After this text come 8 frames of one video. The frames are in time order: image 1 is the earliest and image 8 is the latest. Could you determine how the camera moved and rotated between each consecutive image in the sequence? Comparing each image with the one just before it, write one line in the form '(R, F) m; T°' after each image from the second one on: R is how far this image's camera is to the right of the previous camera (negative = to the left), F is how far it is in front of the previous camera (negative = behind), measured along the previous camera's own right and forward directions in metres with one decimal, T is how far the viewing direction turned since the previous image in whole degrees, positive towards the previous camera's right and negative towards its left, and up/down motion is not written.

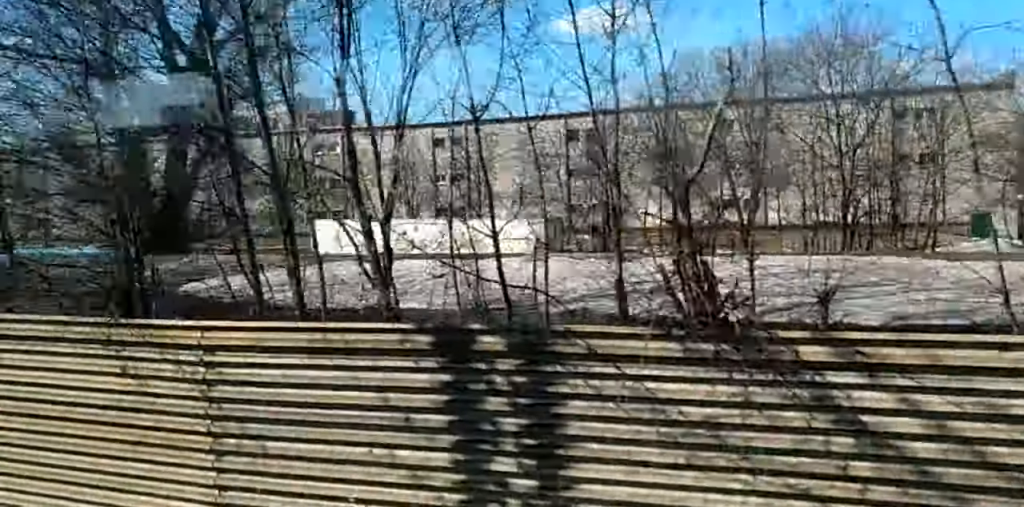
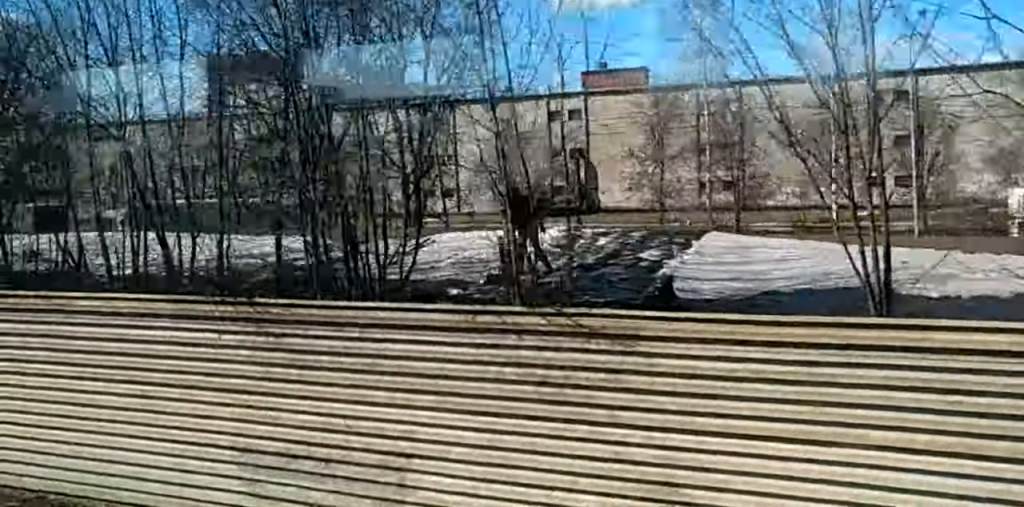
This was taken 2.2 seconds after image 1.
(0.0, +36.2) m; +2°
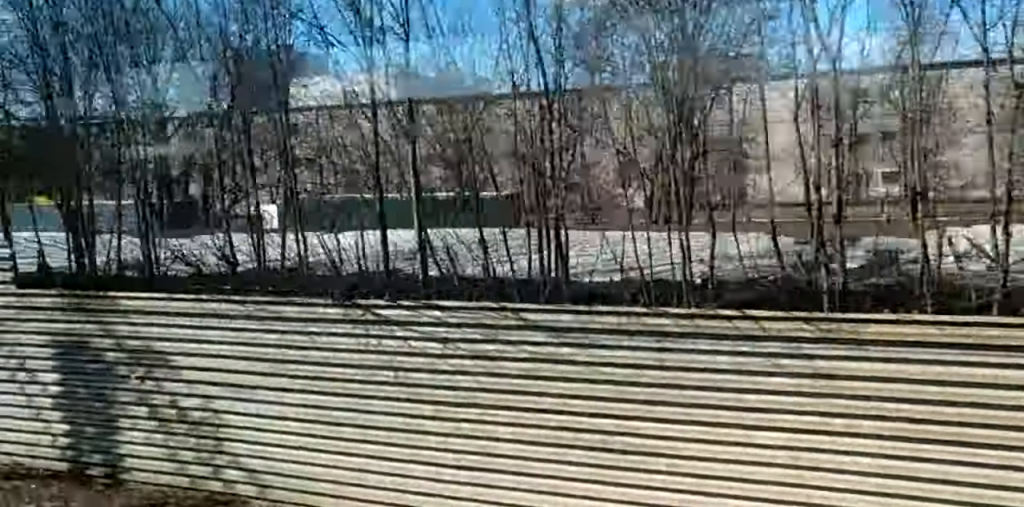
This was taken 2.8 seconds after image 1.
(+0.3, +11.7) m; +1°
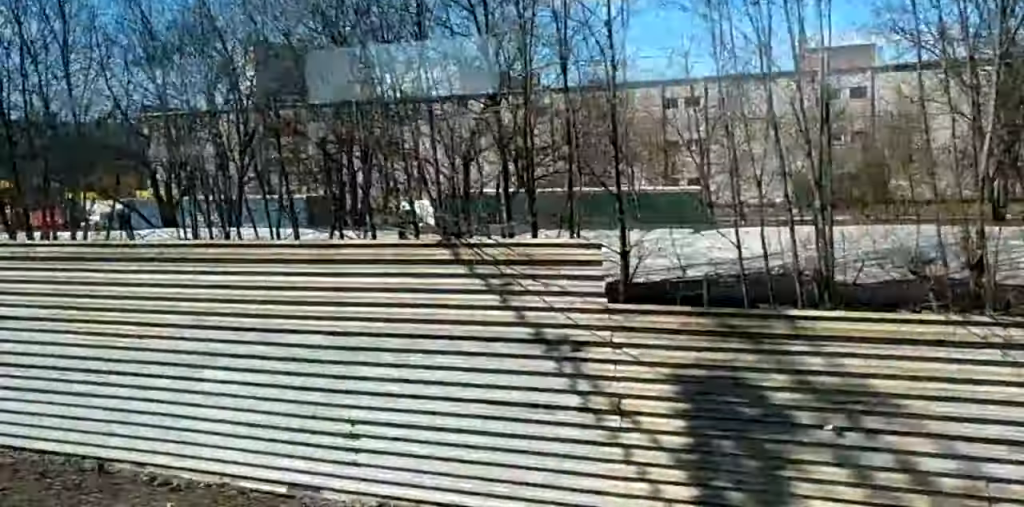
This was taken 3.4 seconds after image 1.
(+0.1, +10.4) m; +1°
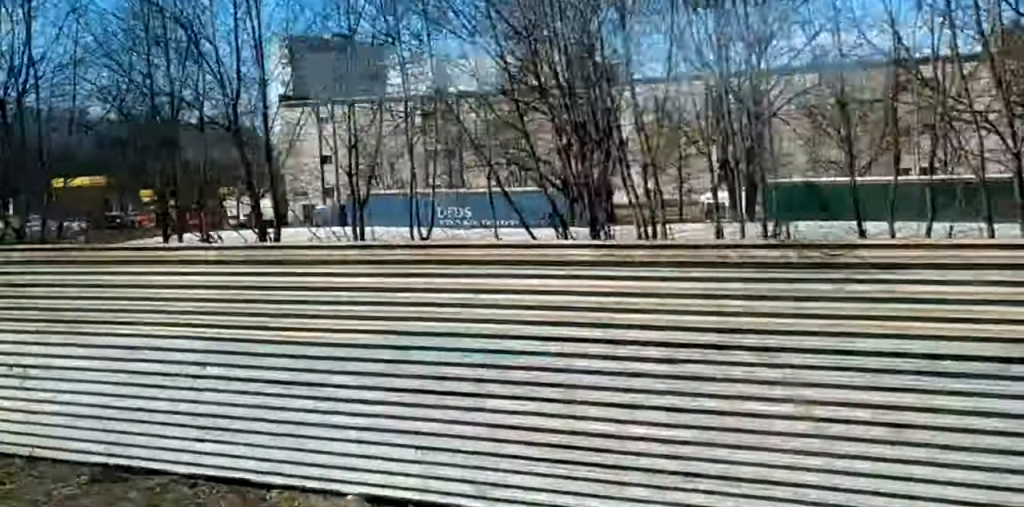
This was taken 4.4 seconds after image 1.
(+0.1, +17.4) m; 0°
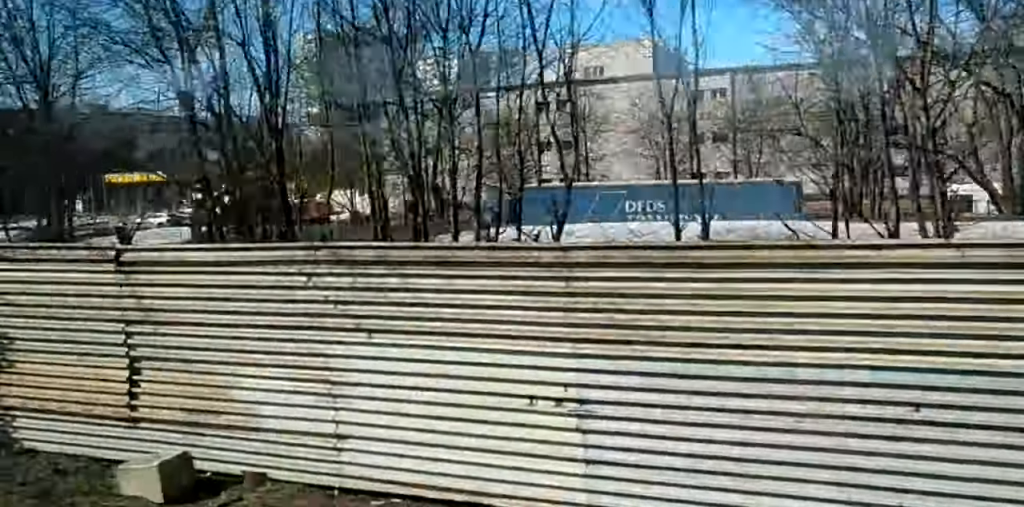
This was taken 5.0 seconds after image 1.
(0.0, +10.5) m; 0°
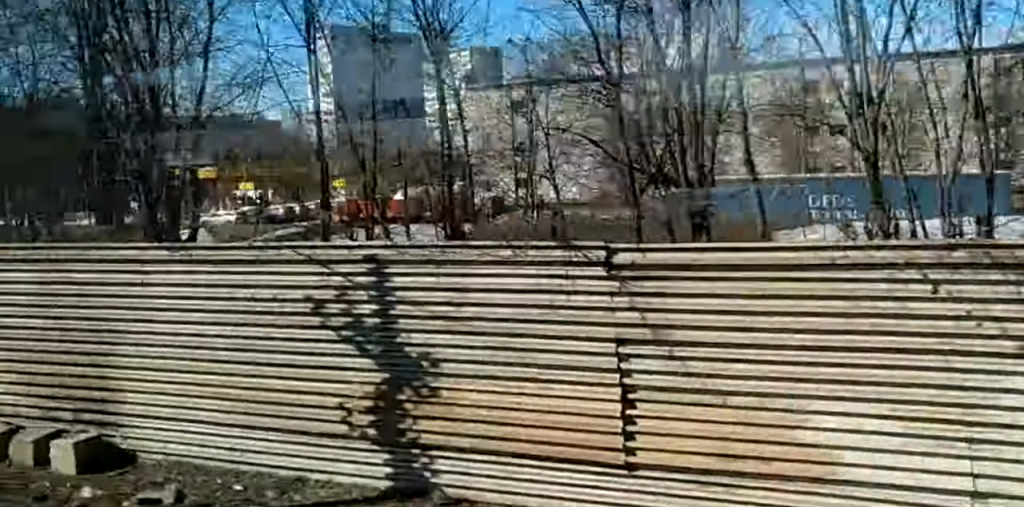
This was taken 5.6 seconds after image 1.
(0.0, +9.2) m; 0°
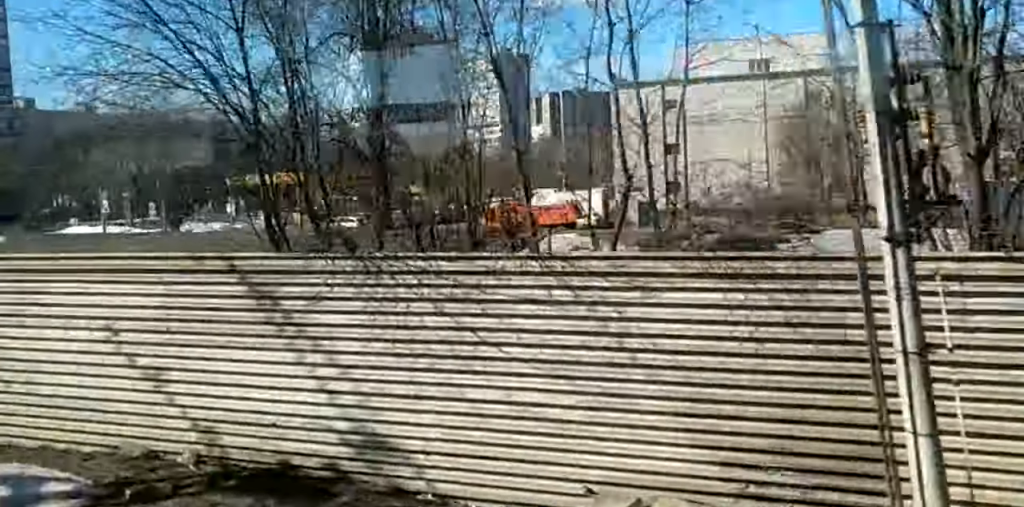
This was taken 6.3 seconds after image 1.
(0.0, +12.8) m; -1°
